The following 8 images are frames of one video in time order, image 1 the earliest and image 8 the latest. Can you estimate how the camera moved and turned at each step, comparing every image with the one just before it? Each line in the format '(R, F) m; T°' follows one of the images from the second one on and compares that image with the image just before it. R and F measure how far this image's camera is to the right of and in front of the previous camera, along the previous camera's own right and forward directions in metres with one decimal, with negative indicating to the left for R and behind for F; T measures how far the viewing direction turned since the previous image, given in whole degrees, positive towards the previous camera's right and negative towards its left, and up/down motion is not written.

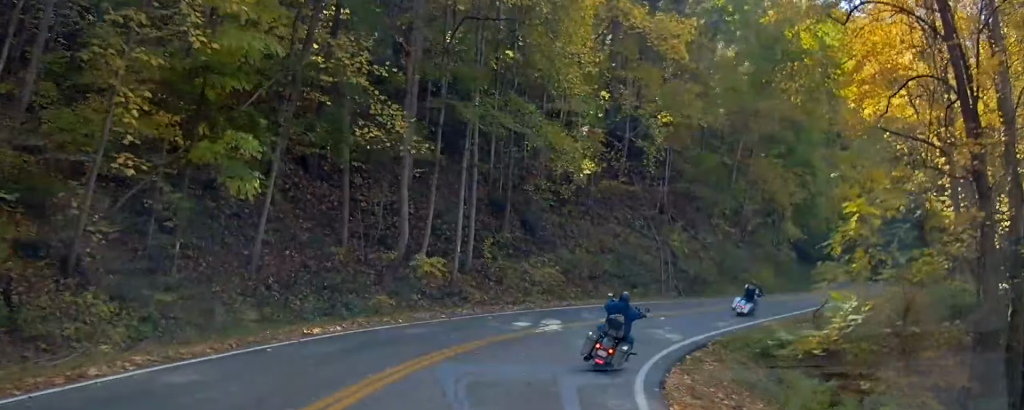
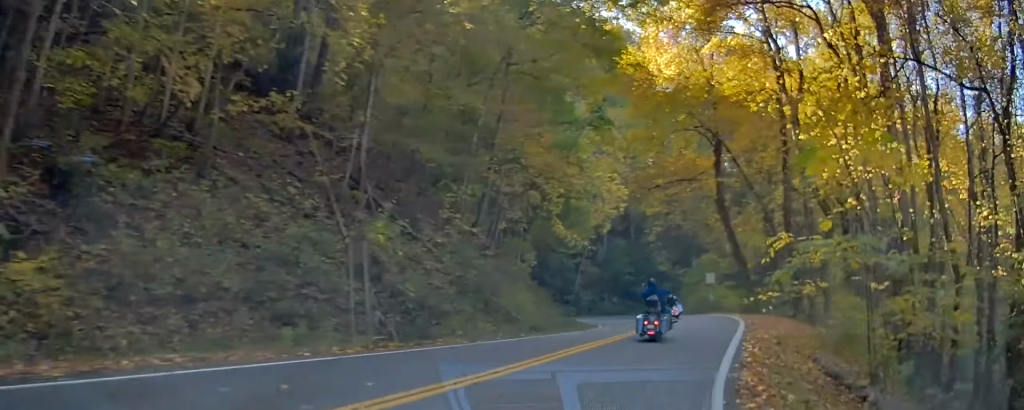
(-0.3, +20.2) m; +3°
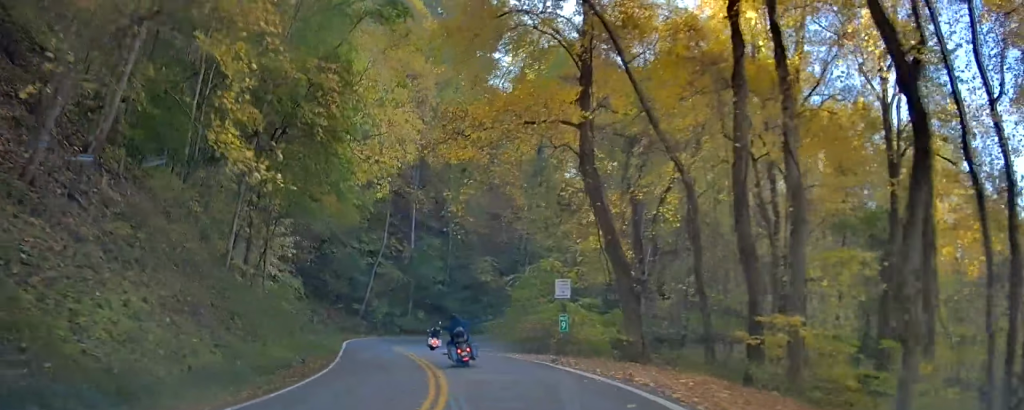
(+1.4, +20.8) m; +7°
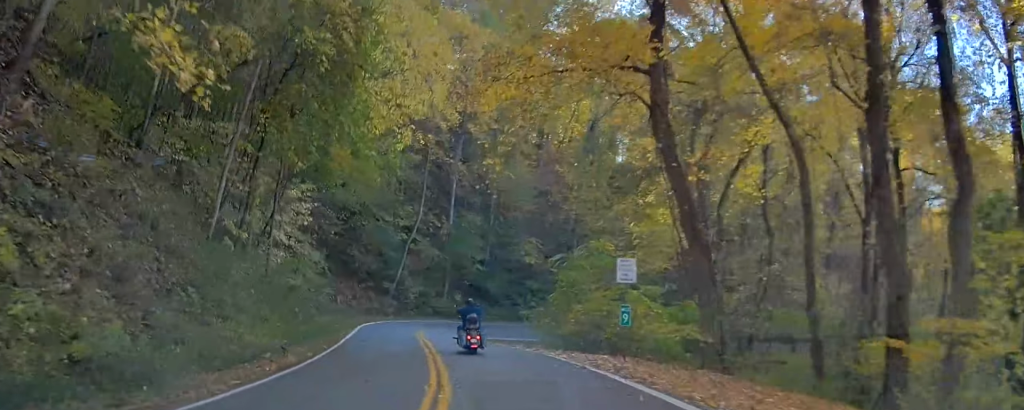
(+0.1, +5.4) m; +1°
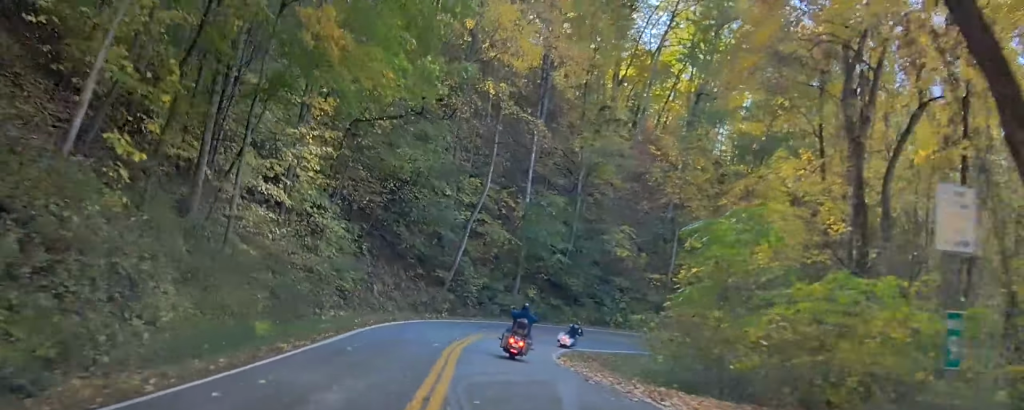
(+0.1, +11.9) m; +2°
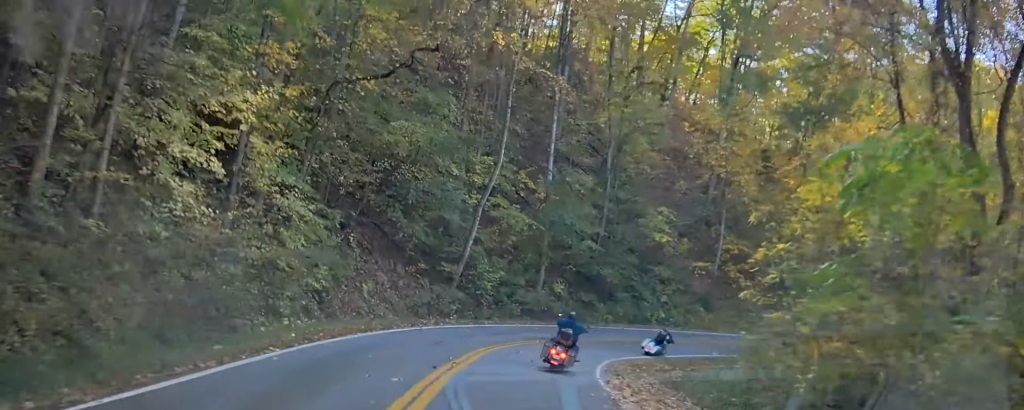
(+0.1, +7.8) m; +3°
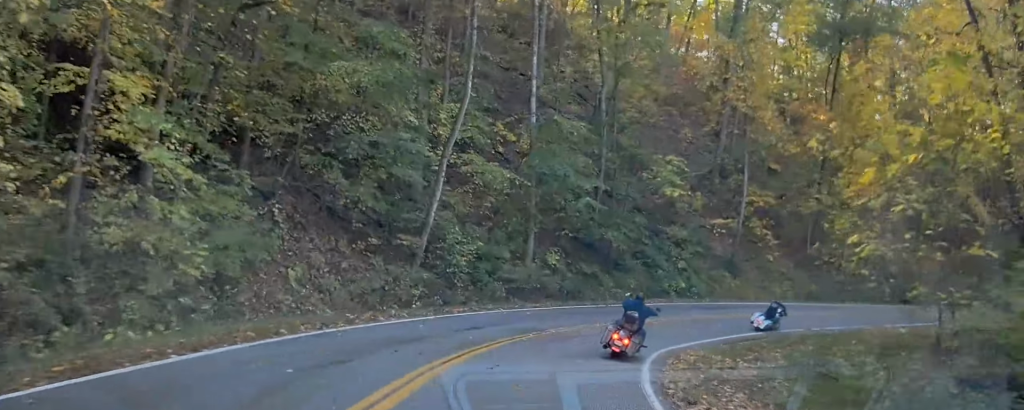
(+0.3, +8.7) m; +6°
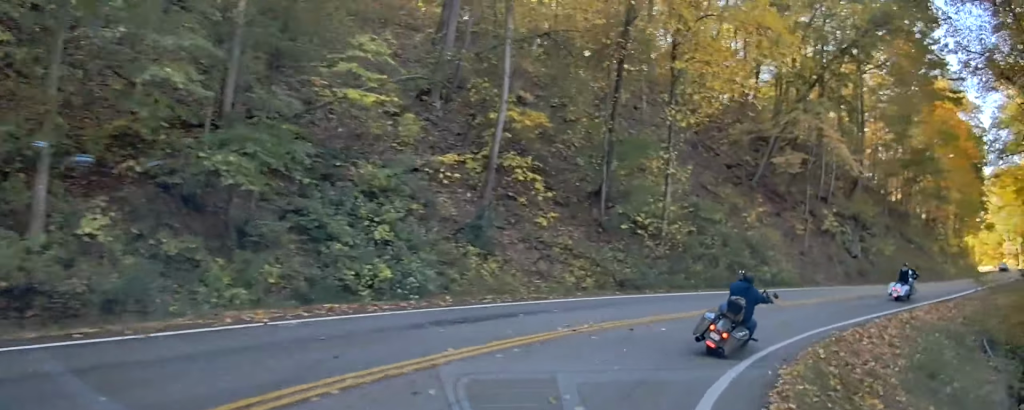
(+3.7, +20.9) m; +24°
